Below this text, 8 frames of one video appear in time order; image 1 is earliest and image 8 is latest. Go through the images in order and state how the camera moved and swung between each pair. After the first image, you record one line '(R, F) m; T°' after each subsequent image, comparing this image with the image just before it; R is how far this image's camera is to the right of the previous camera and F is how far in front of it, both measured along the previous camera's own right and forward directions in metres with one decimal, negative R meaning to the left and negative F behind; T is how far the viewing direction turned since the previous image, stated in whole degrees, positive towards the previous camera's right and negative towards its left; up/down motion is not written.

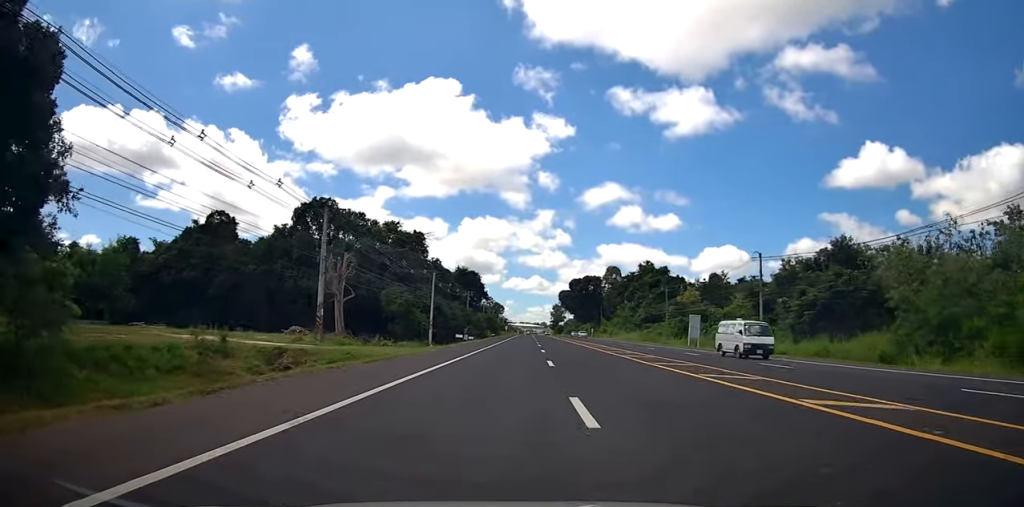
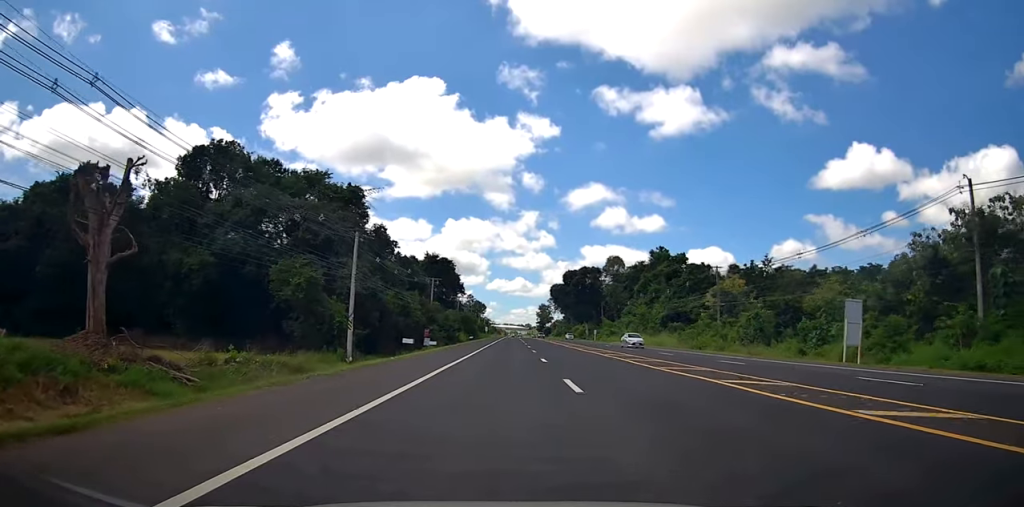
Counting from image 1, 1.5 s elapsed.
(+0.3, +31.3) m; 0°
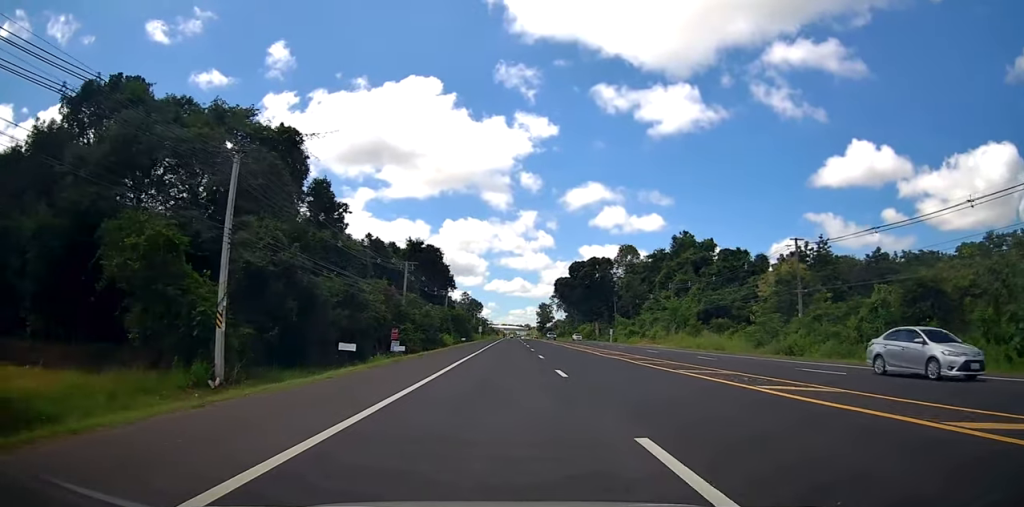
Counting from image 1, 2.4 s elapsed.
(+0.1, +19.8) m; +1°
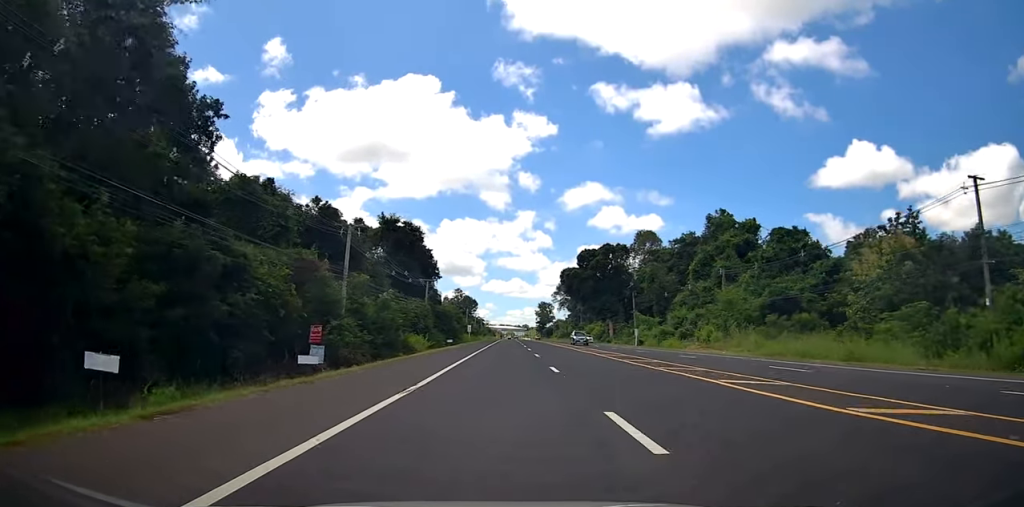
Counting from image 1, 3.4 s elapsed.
(+0.3, +21.7) m; 0°
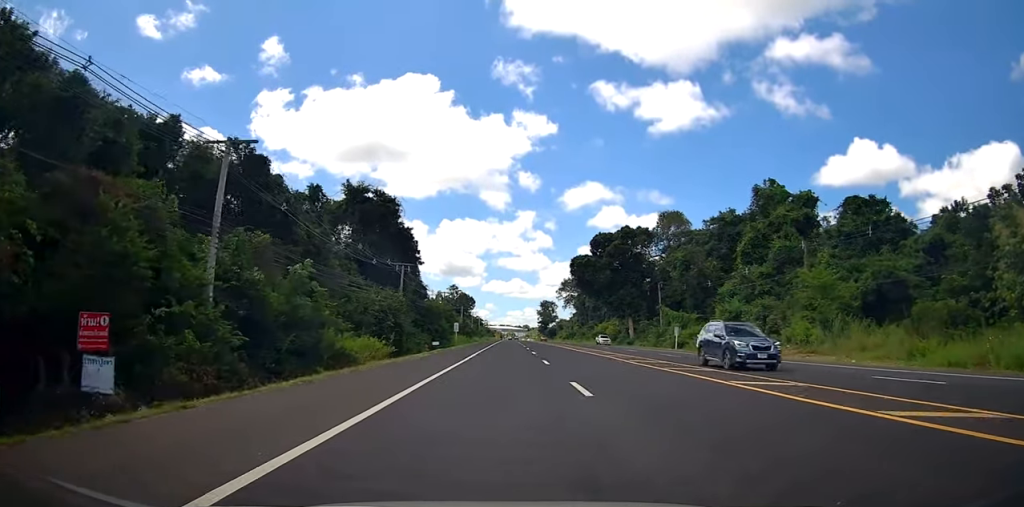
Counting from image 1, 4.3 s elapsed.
(-0.2, +18.8) m; -1°
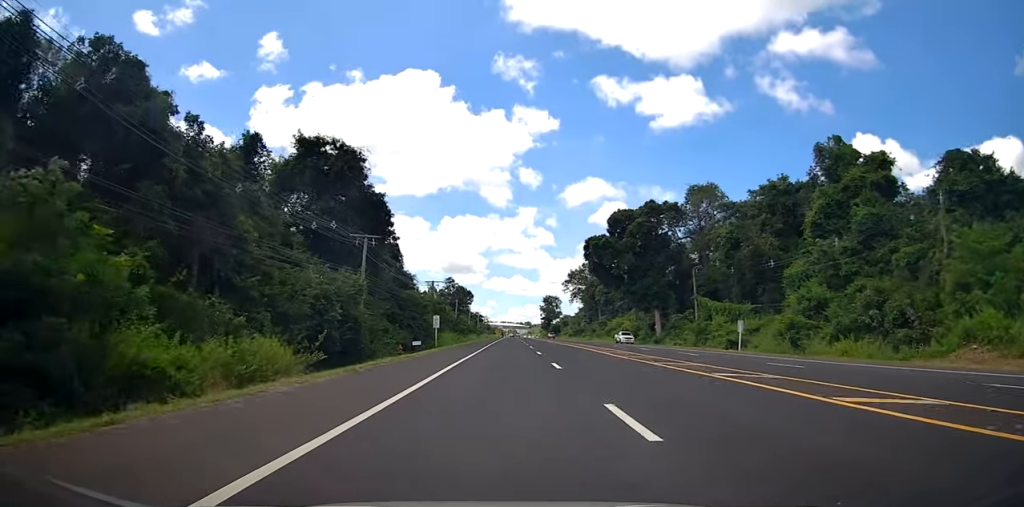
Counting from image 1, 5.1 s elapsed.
(-0.1, +16.5) m; 0°
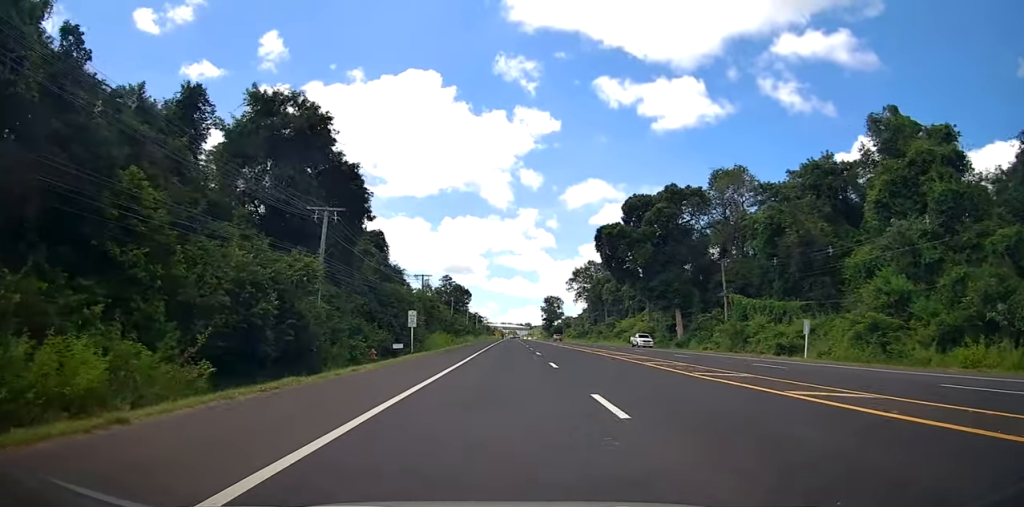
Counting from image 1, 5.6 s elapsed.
(0.0, +10.2) m; 0°
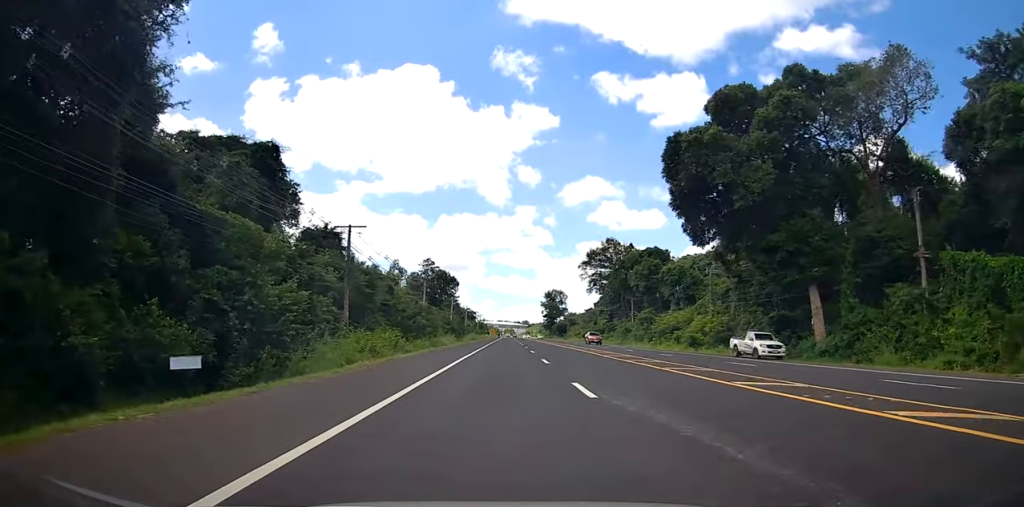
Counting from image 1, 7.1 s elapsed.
(0.0, +33.2) m; +1°
